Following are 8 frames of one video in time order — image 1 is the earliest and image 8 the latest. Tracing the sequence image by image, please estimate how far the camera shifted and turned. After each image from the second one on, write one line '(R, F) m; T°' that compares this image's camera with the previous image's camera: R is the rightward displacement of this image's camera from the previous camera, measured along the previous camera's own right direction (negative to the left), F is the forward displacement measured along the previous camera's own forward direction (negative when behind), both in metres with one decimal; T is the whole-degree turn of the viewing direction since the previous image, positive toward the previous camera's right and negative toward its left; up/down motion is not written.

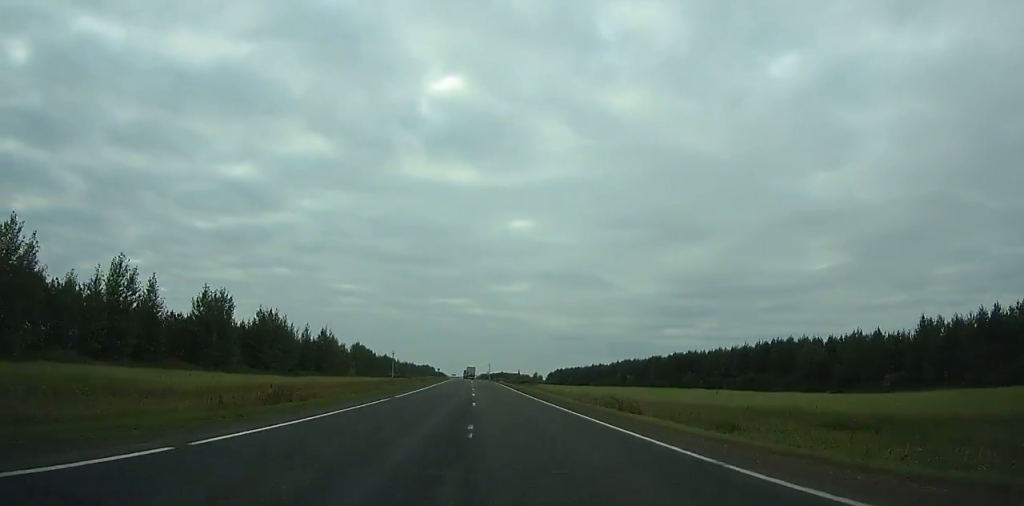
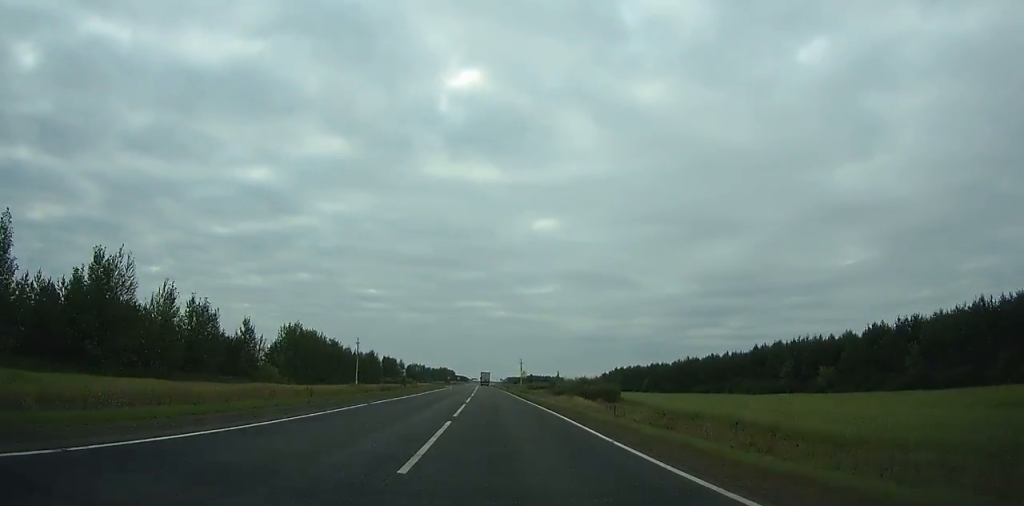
(-2.3, +103.6) m; -2°
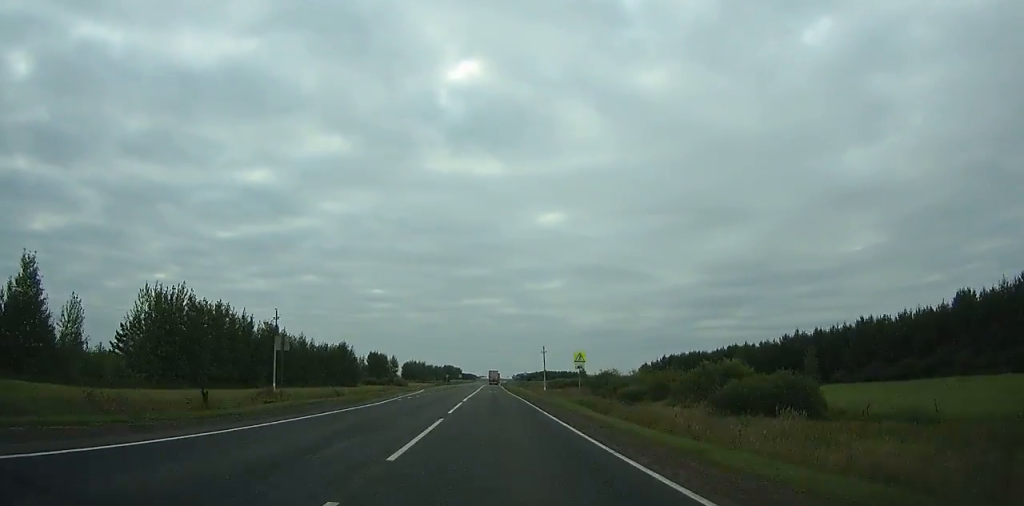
(-0.7, +59.1) m; -1°
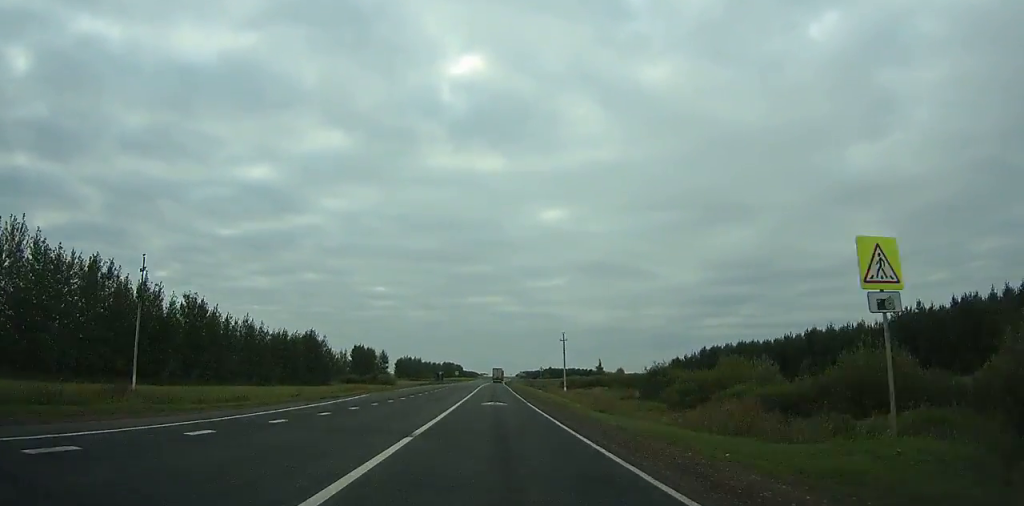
(-0.3, +34.9) m; 0°
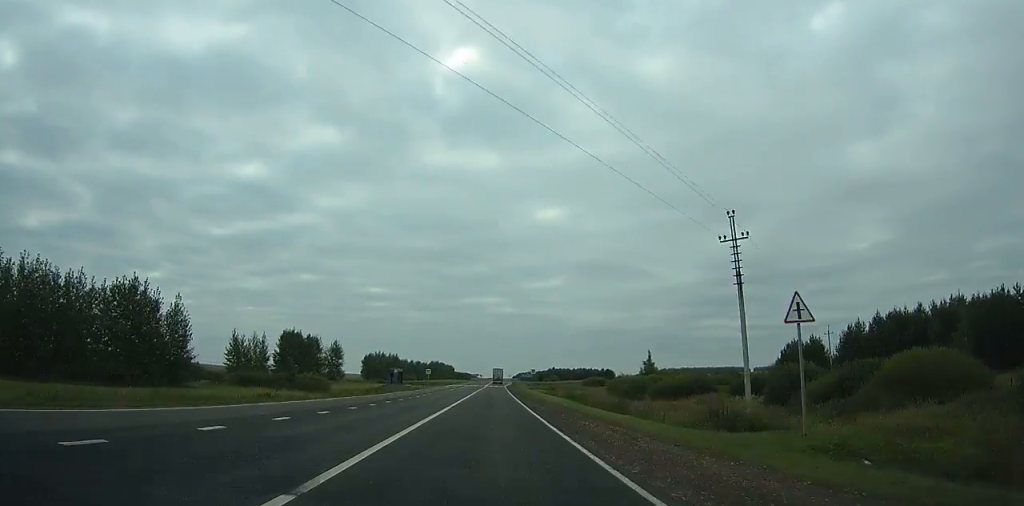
(-0.4, +76.6) m; 0°
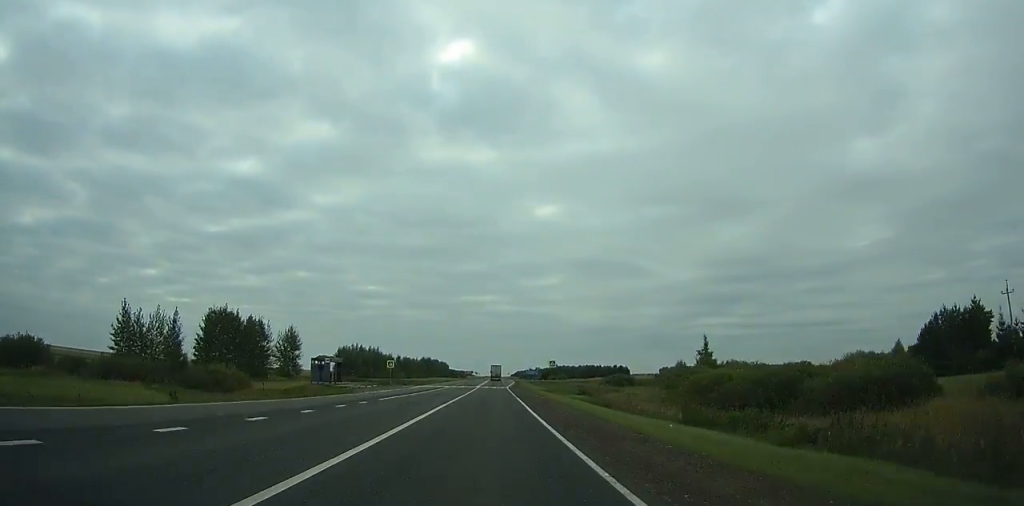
(0.0, +41.6) m; 0°
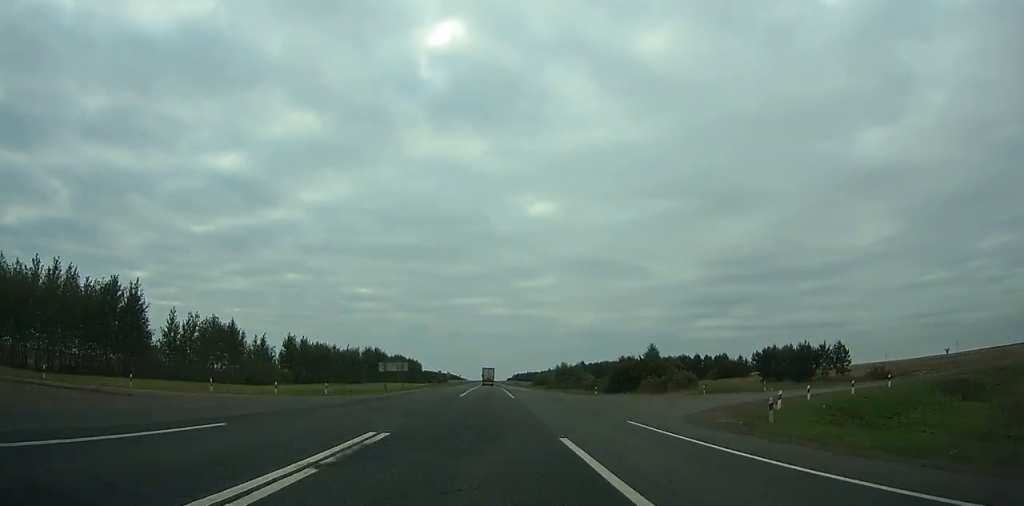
(+1.8, +170.7) m; +1°
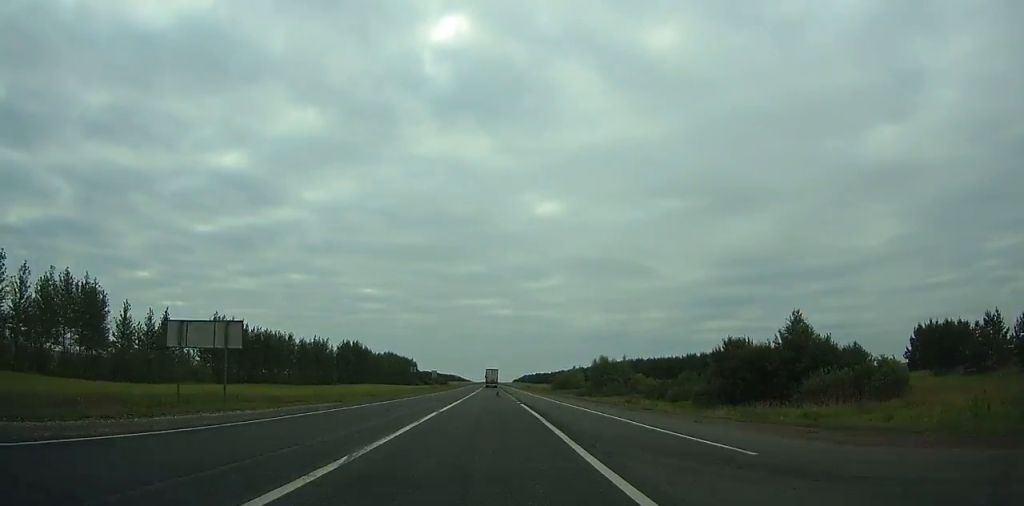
(+0.2, +46.3) m; 0°
